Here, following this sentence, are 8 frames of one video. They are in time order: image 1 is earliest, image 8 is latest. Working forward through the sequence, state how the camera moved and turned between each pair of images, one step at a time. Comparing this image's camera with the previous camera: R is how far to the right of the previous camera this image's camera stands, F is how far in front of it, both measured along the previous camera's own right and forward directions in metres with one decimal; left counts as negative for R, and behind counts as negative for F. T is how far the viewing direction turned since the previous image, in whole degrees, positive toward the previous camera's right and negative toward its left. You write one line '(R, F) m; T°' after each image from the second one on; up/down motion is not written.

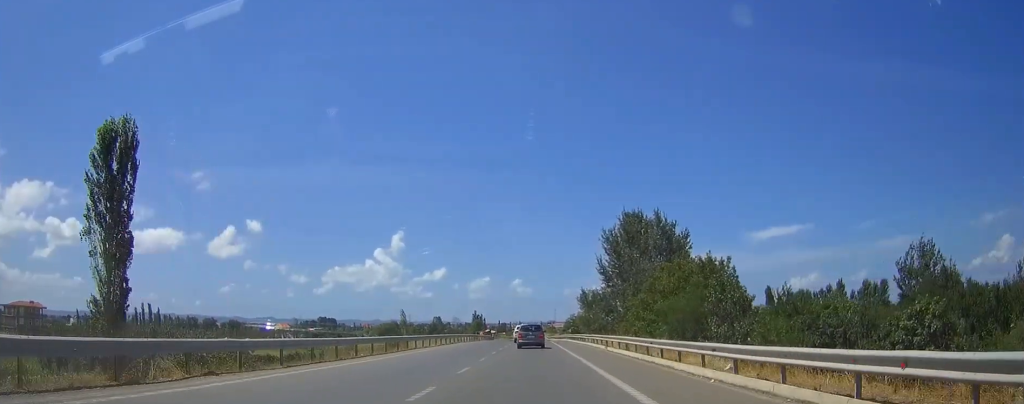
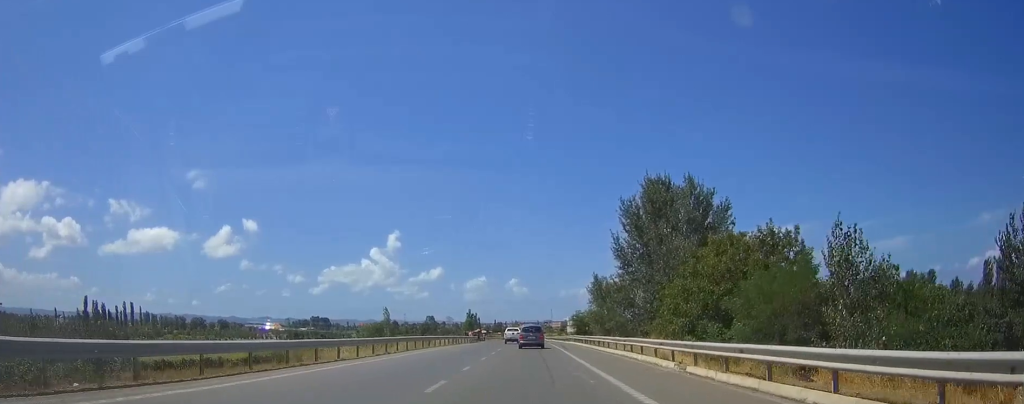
(0.0, +19.9) m; 0°
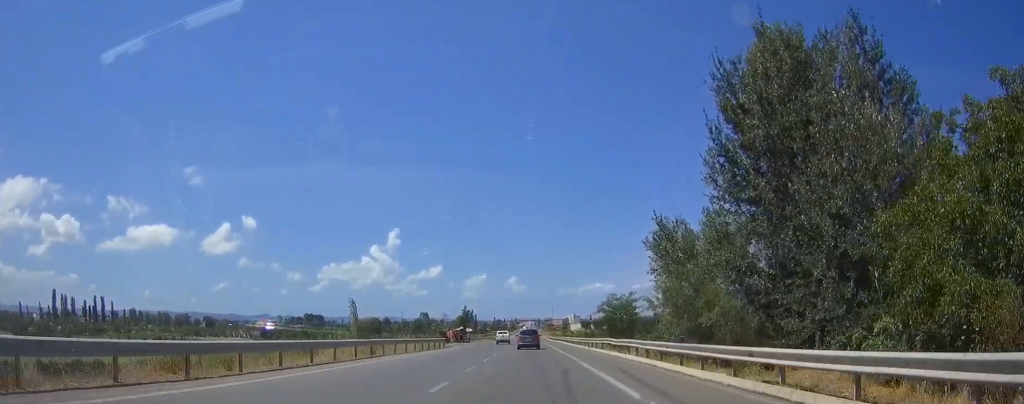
(+0.1, +35.9) m; 0°
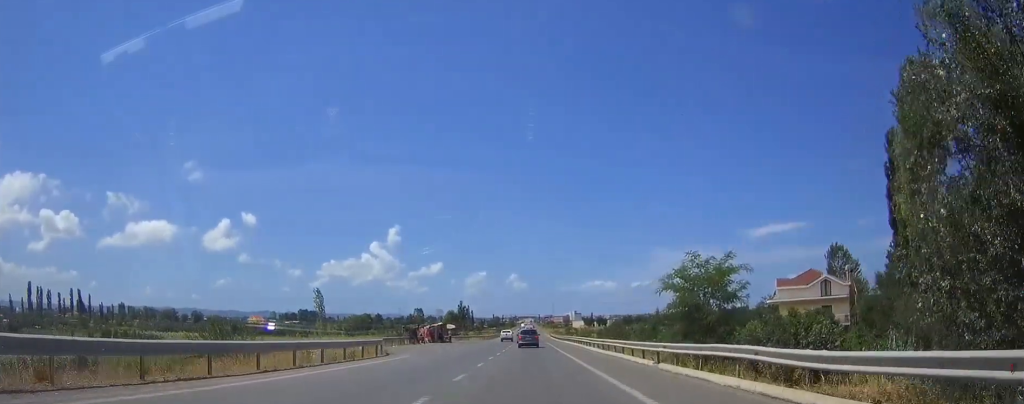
(0.0, +24.0) m; 0°
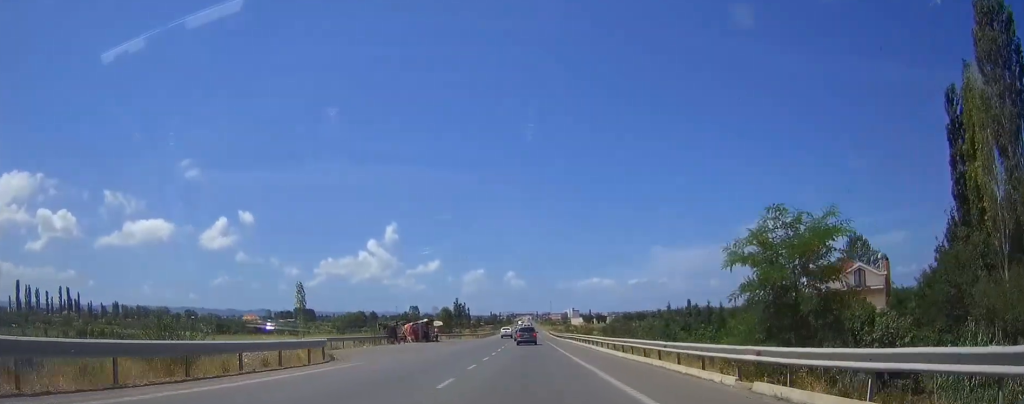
(+0.1, +10.1) m; 0°
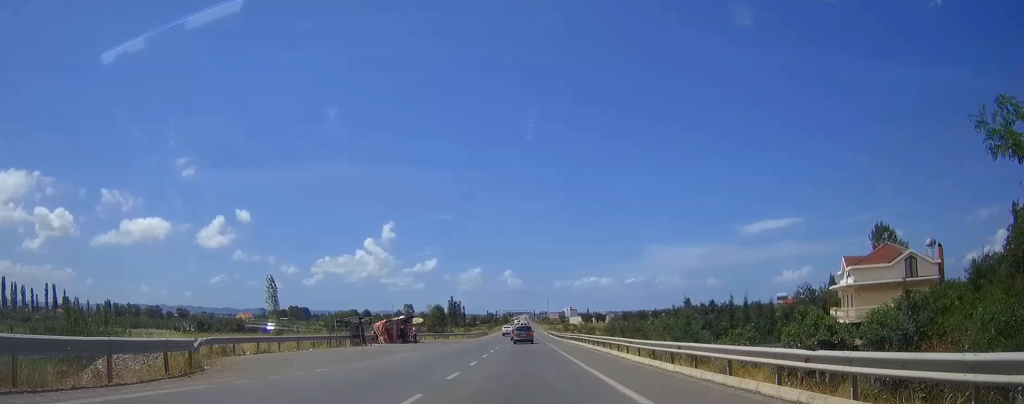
(0.0, +11.7) m; 0°
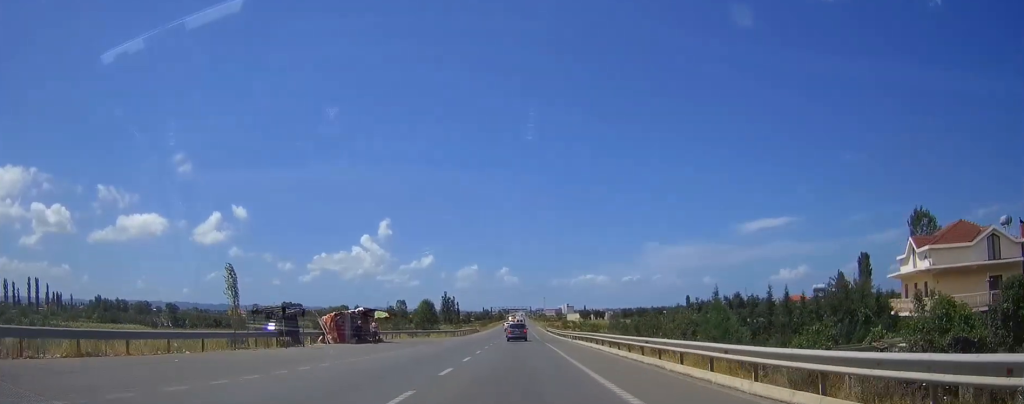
(0.0, +13.8) m; 0°
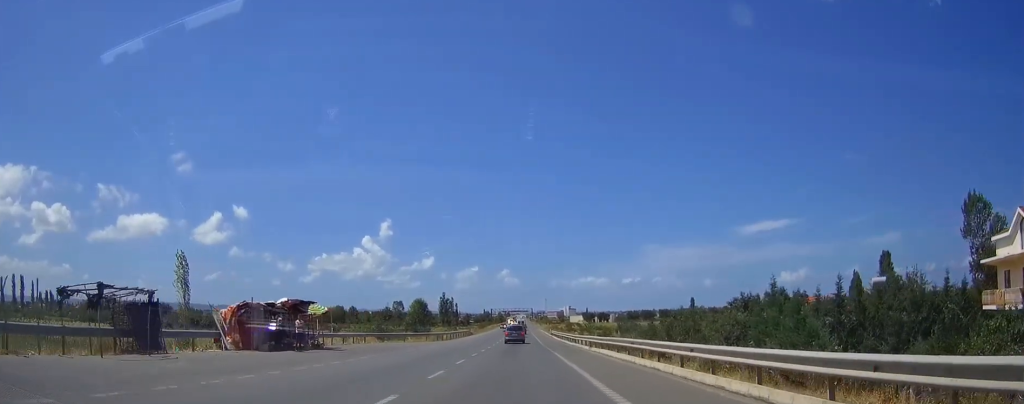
(0.0, +16.4) m; 0°
